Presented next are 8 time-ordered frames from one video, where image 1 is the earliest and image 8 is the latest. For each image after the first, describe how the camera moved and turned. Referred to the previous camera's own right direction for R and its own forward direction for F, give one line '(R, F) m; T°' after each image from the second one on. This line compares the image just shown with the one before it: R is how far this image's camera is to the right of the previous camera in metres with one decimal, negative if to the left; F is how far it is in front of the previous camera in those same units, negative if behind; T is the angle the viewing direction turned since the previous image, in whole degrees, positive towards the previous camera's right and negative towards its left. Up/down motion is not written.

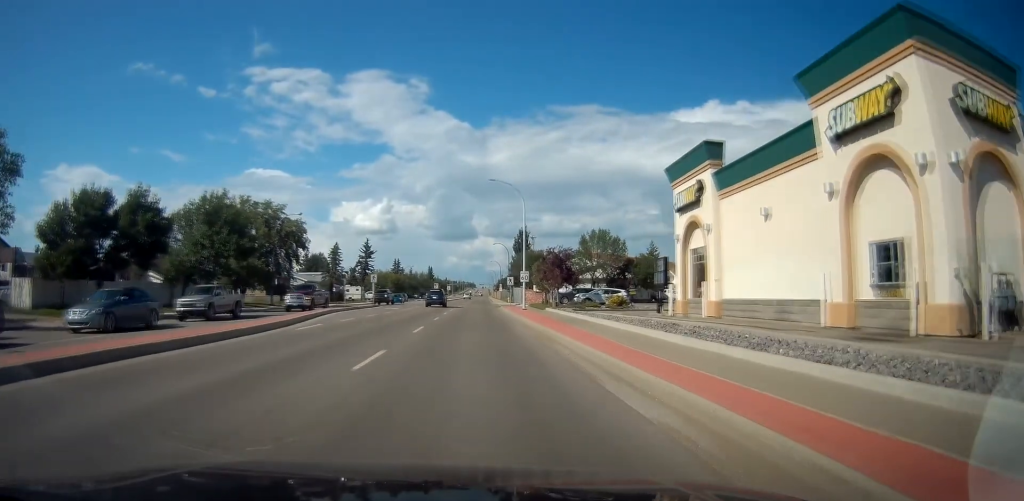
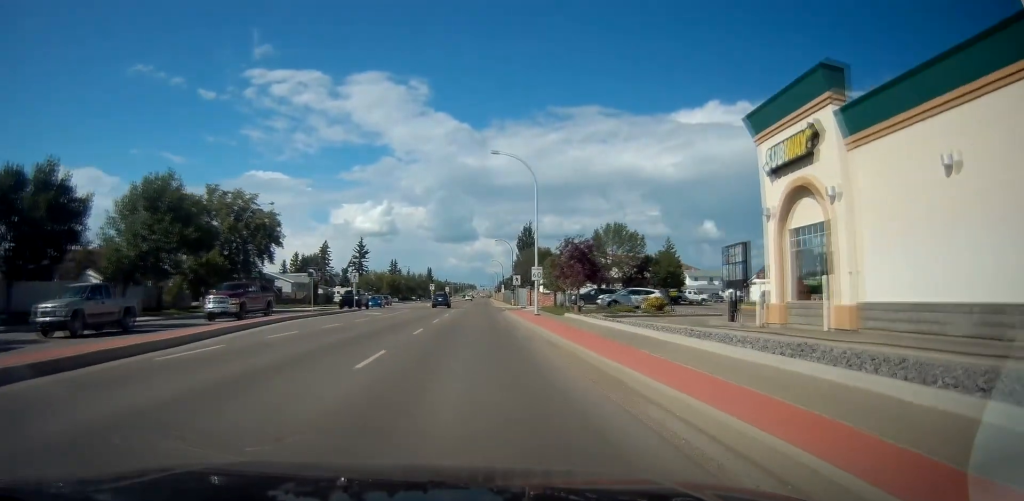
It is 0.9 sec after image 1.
(0.0, +9.0) m; 0°
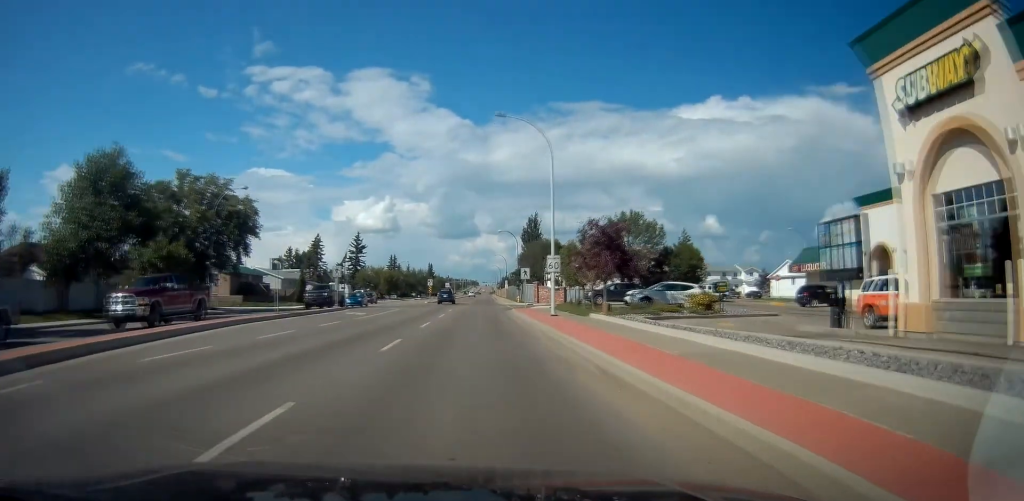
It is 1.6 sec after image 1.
(0.0, +6.6) m; 0°
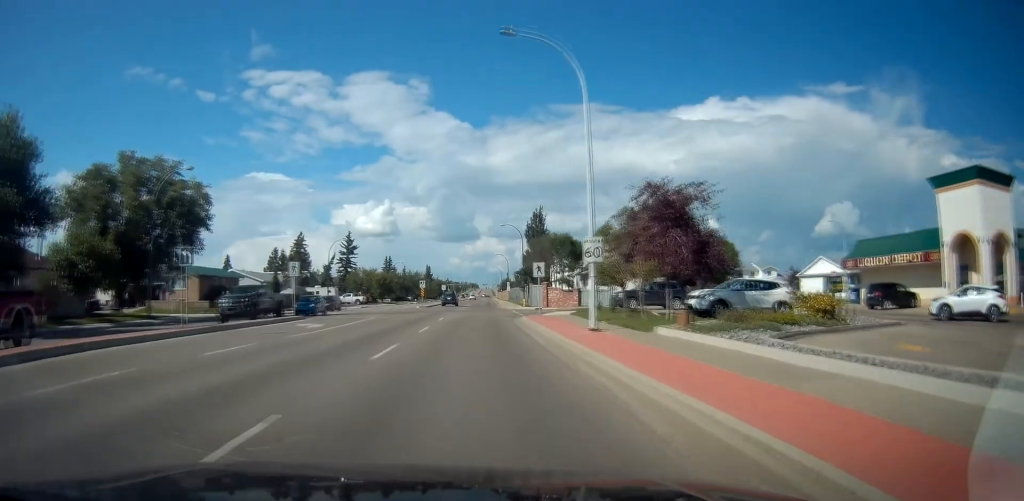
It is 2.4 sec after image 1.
(0.0, +9.8) m; 0°
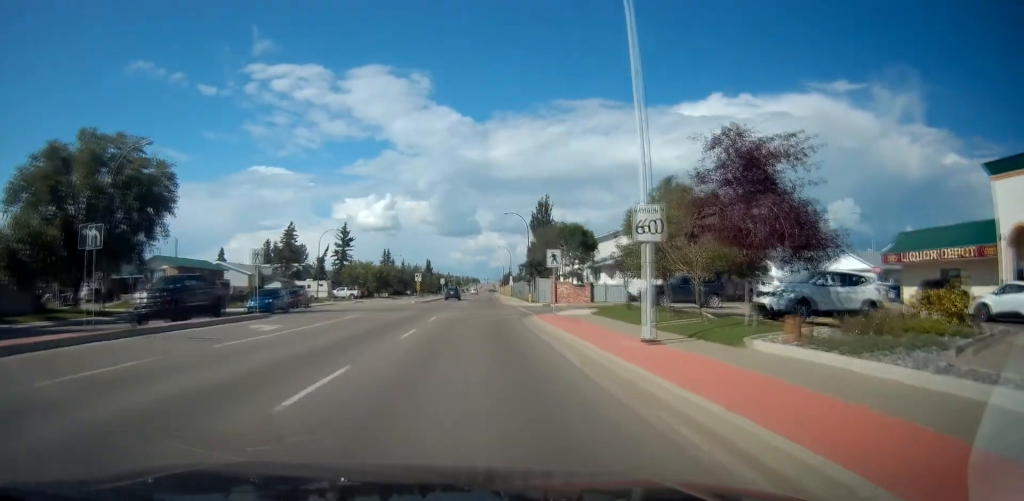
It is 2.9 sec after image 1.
(0.0, +5.7) m; 0°
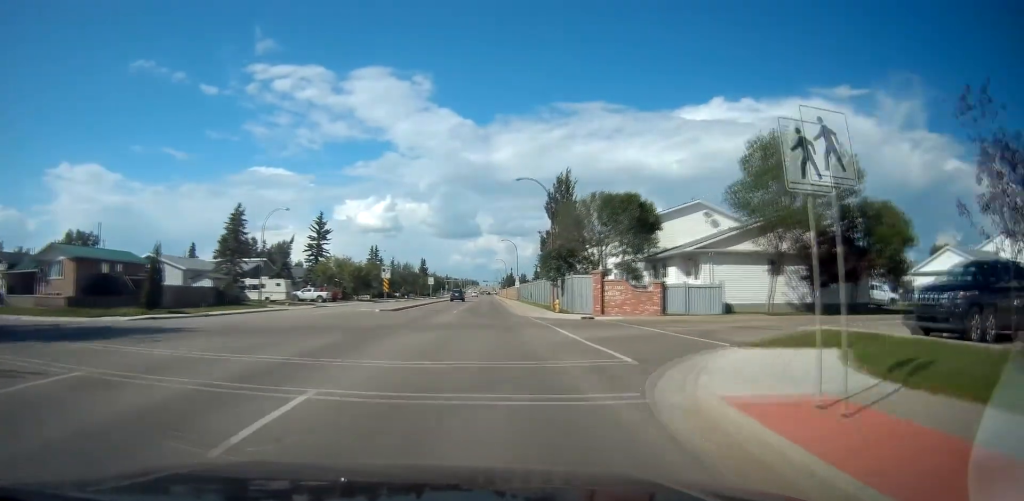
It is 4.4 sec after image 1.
(0.0, +20.1) m; 0°
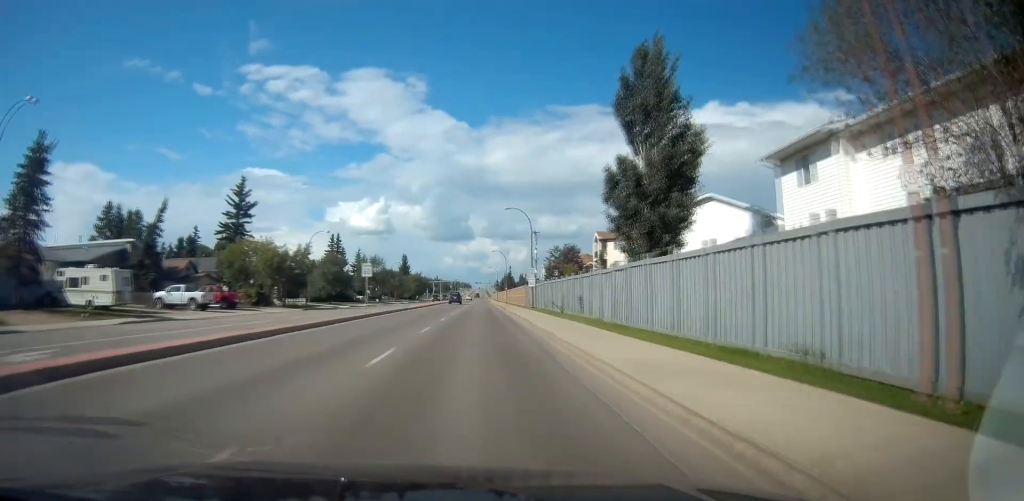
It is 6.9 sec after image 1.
(0.0, +35.4) m; -1°
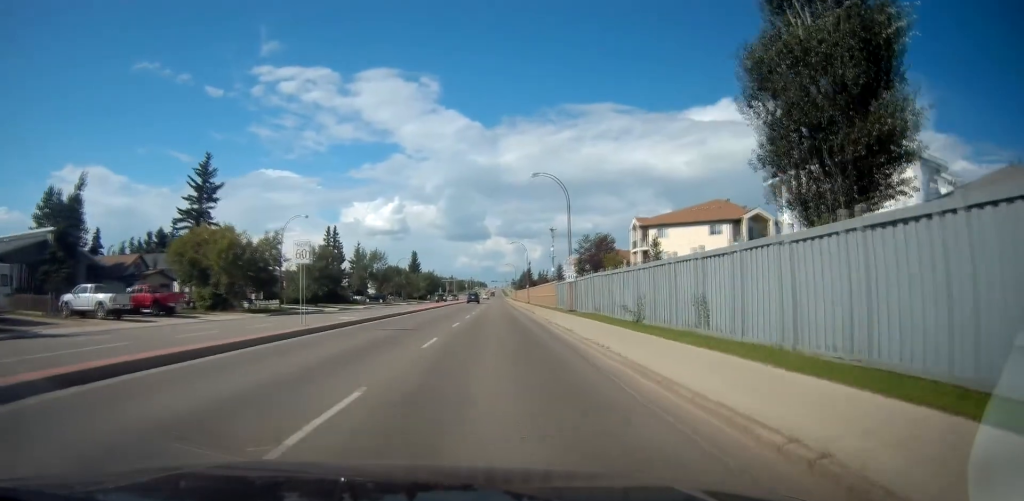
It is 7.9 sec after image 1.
(-0.2, +14.8) m; -2°
